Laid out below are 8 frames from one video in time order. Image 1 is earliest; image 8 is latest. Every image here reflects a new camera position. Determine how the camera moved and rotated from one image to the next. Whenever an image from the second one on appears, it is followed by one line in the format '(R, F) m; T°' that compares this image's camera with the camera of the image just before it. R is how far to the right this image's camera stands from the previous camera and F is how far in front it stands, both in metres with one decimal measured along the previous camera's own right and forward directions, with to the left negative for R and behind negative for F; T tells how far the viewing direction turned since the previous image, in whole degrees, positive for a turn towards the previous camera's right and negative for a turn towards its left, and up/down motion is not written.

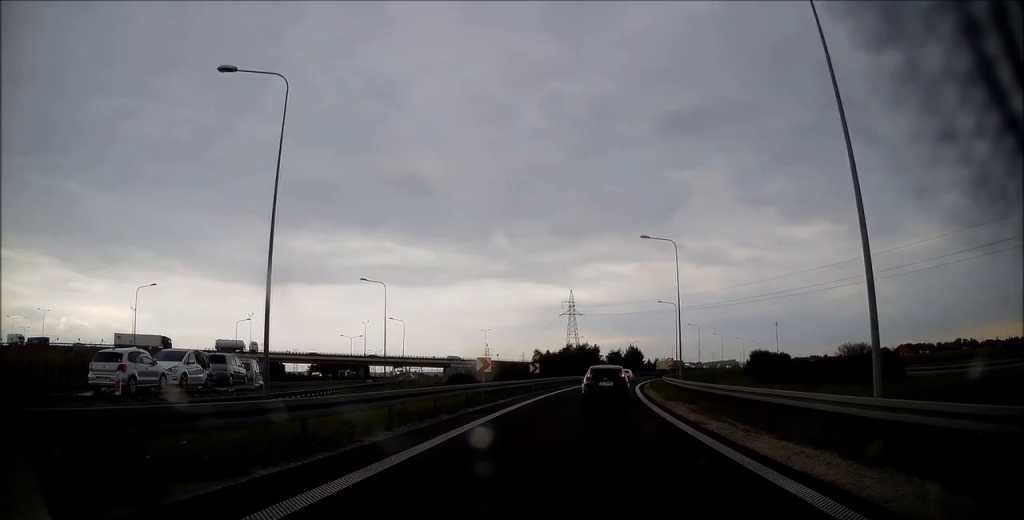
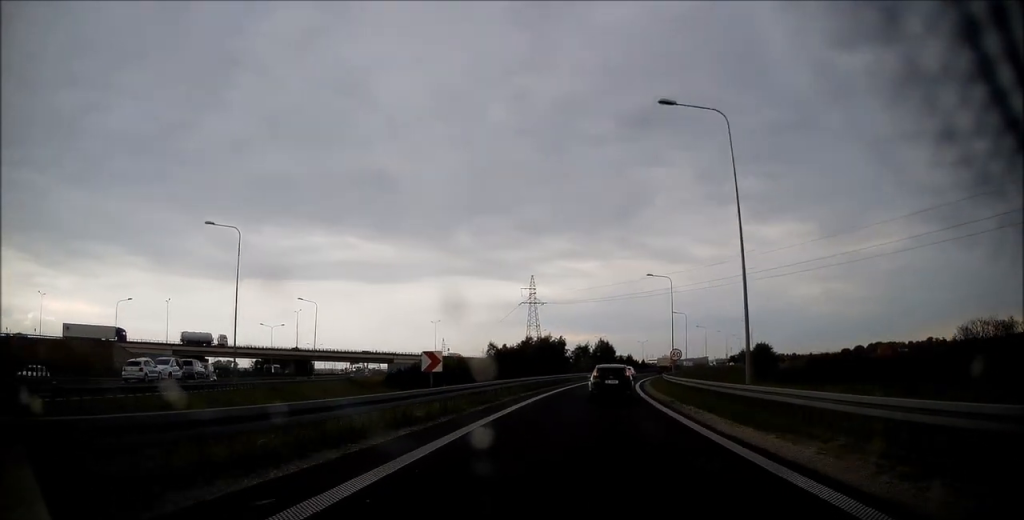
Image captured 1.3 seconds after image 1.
(+0.8, +23.6) m; +4°
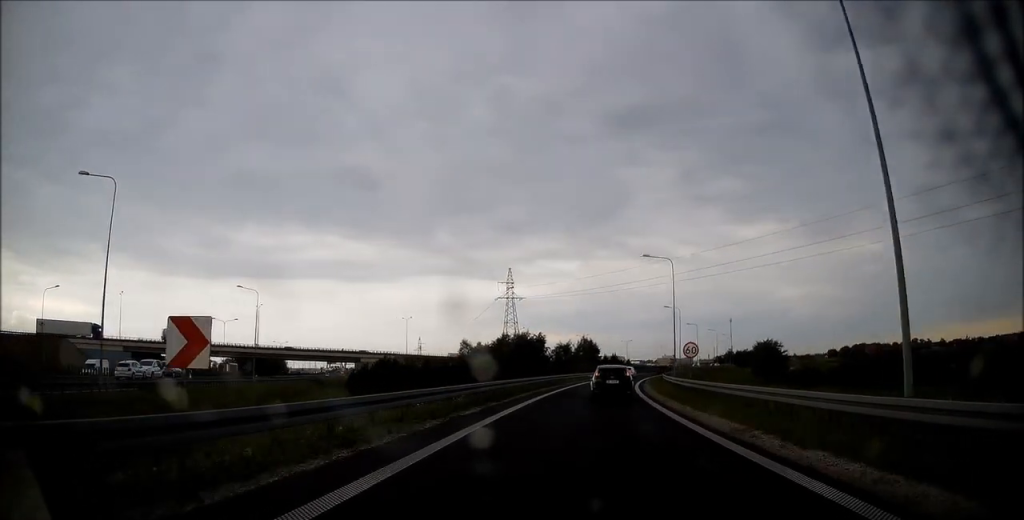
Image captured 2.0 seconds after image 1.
(+0.2, +11.6) m; +2°
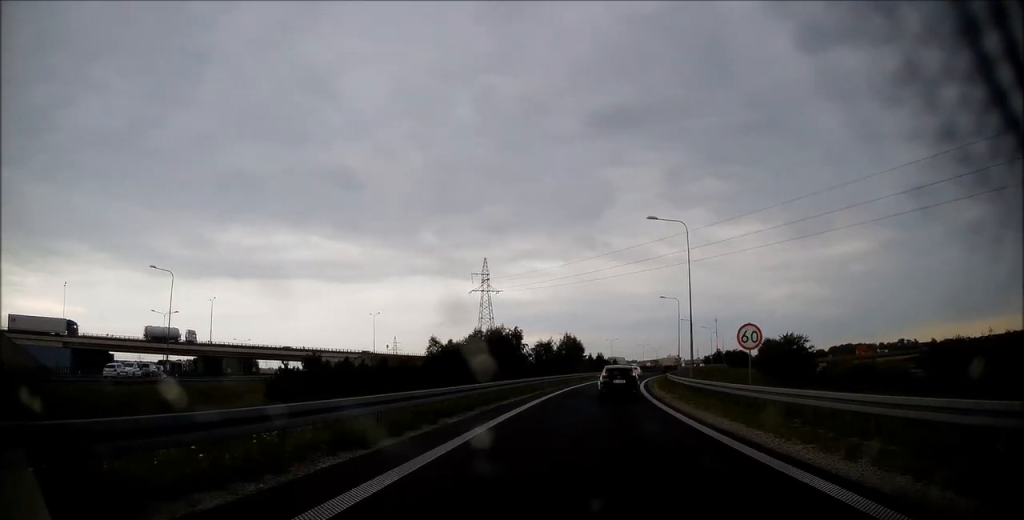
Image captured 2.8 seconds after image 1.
(+0.4, +13.8) m; +3°
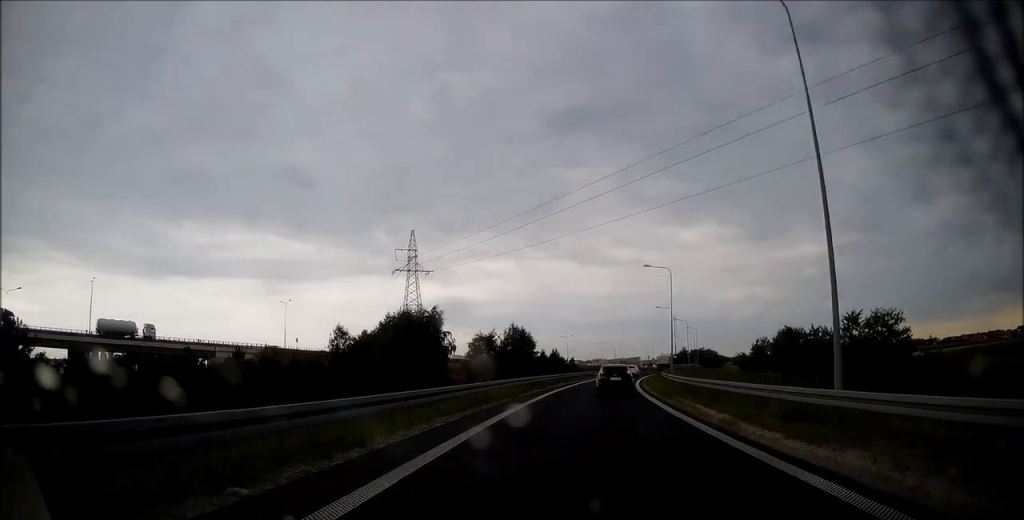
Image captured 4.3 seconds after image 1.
(+1.0, +26.5) m; +4°
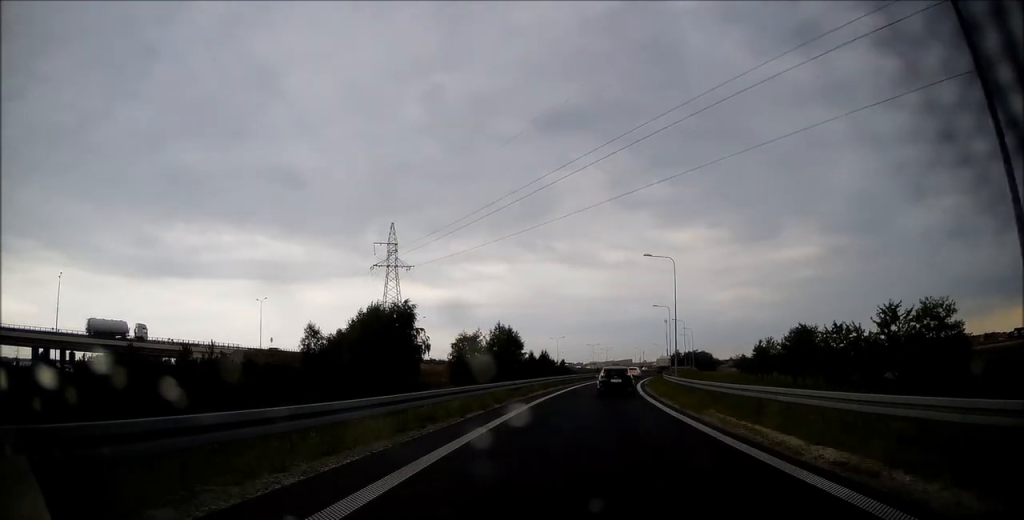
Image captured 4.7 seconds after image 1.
(+0.1, +7.0) m; +1°
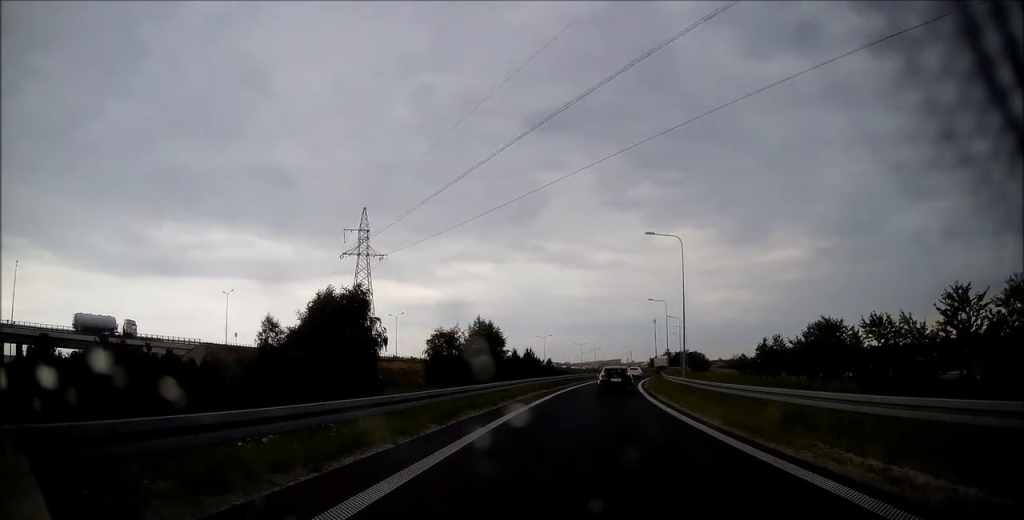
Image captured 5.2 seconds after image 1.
(0.0, +8.8) m; +1°
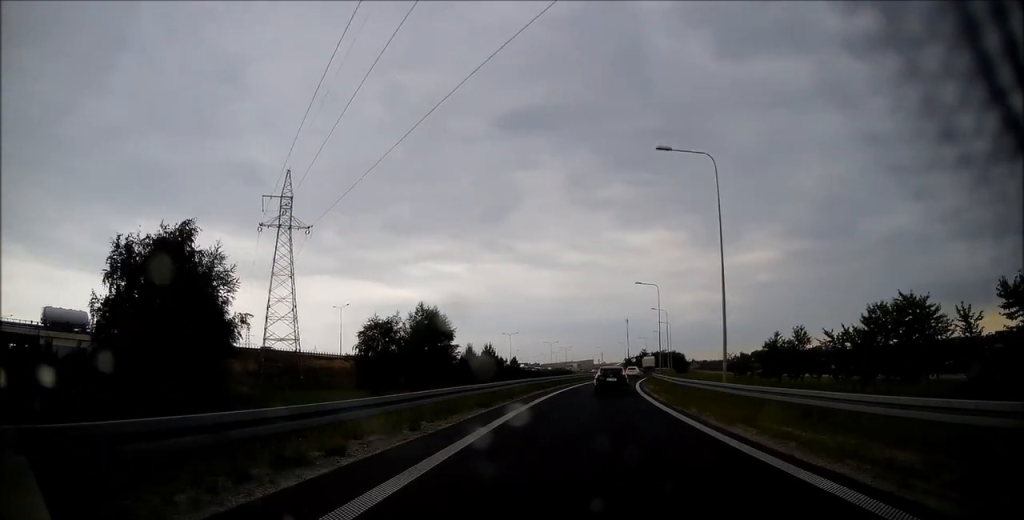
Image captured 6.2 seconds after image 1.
(+0.5, +17.9) m; +2°
